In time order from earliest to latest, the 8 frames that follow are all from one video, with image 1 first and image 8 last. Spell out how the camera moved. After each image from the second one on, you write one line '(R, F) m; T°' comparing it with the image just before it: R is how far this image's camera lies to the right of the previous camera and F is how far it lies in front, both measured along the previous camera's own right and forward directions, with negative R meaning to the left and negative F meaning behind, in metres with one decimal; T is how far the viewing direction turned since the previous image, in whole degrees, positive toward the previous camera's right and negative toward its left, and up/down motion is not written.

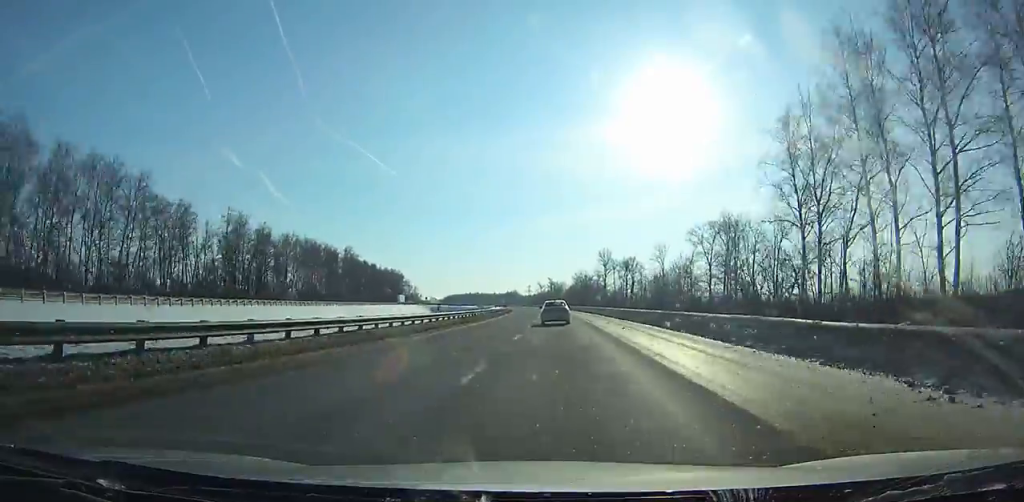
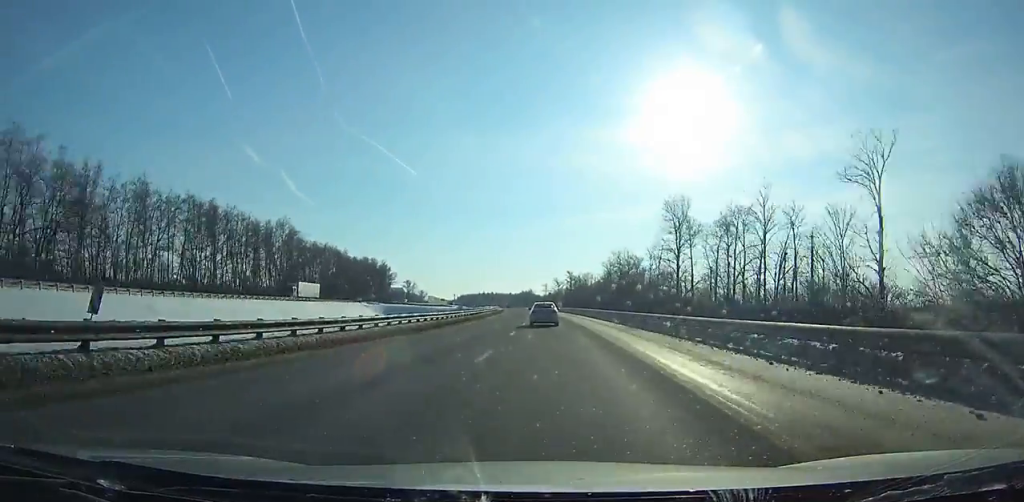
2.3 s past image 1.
(-1.2, +68.8) m; -2°
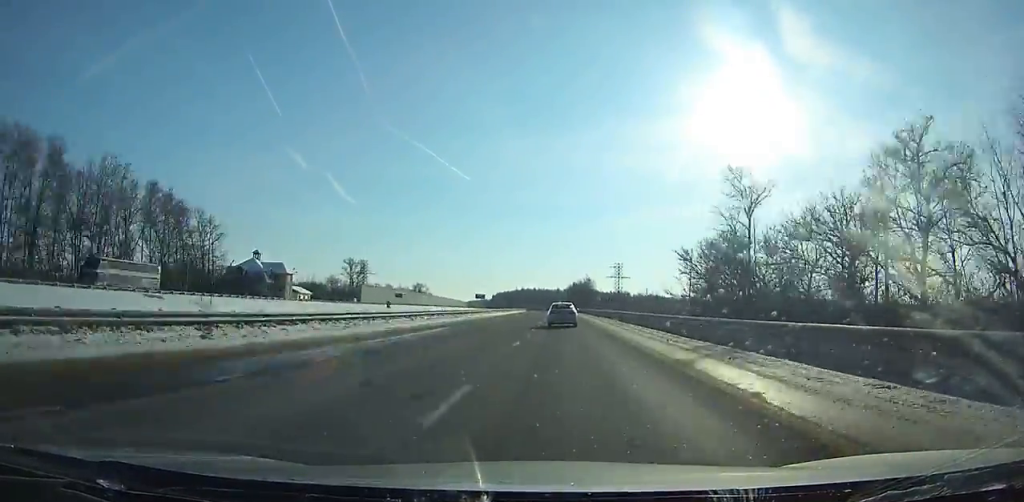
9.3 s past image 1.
(-10.0, +209.7) m; -4°
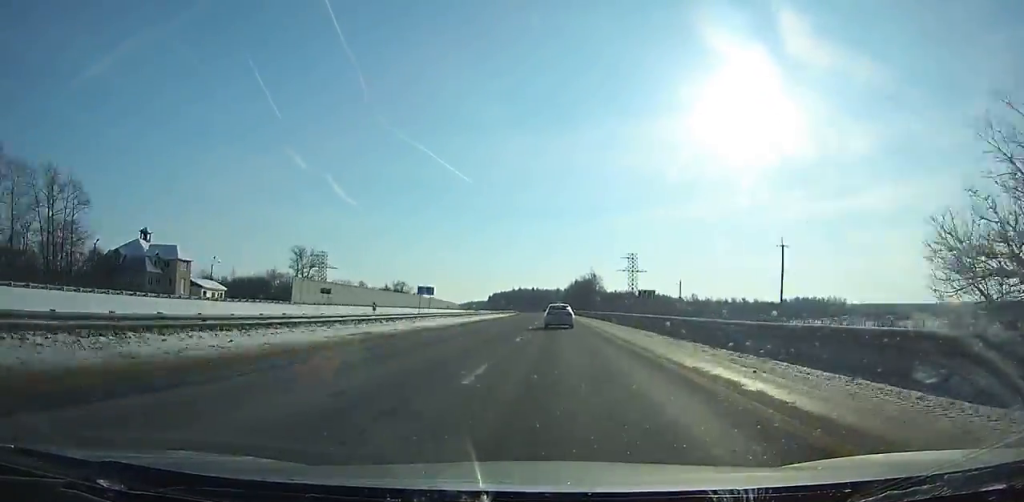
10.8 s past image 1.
(0.0, +45.1) m; -1°
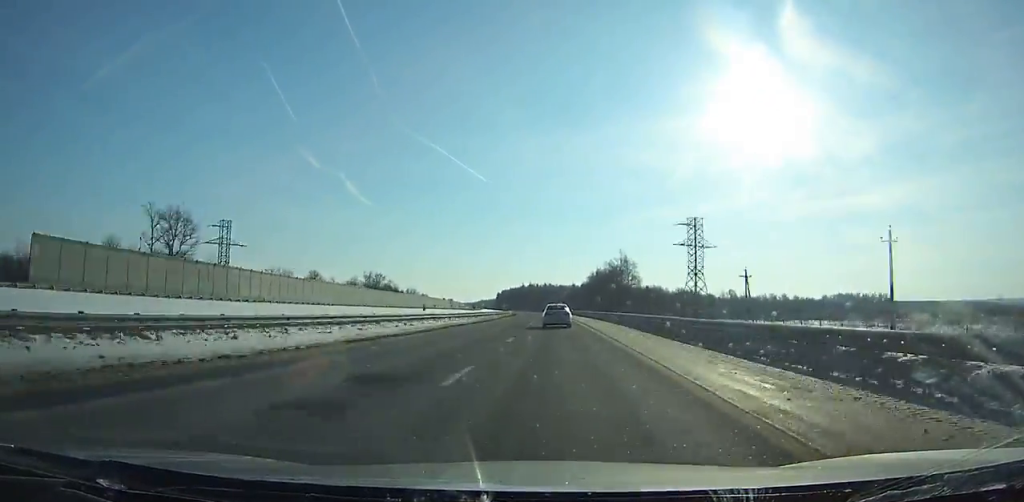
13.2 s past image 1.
(-0.2, +72.2) m; -1°
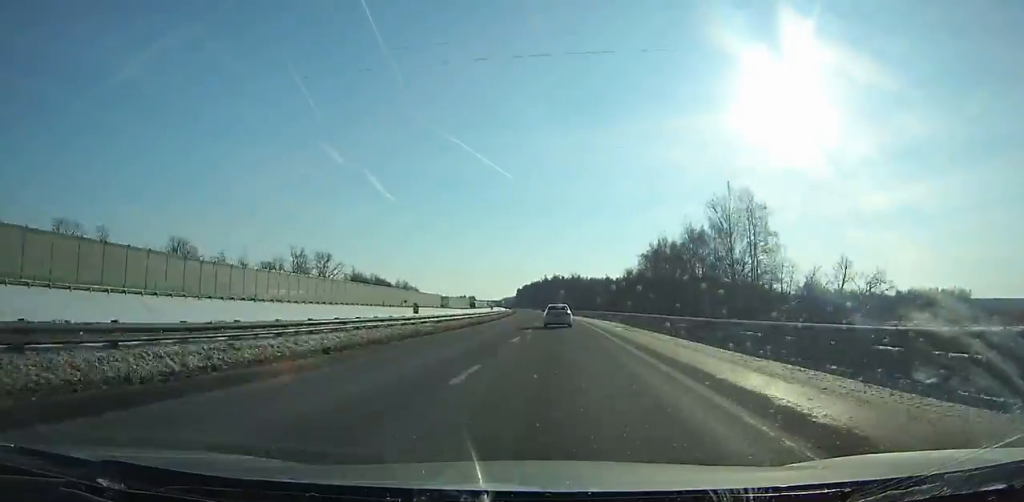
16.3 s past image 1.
(-2.3, +93.4) m; -3°
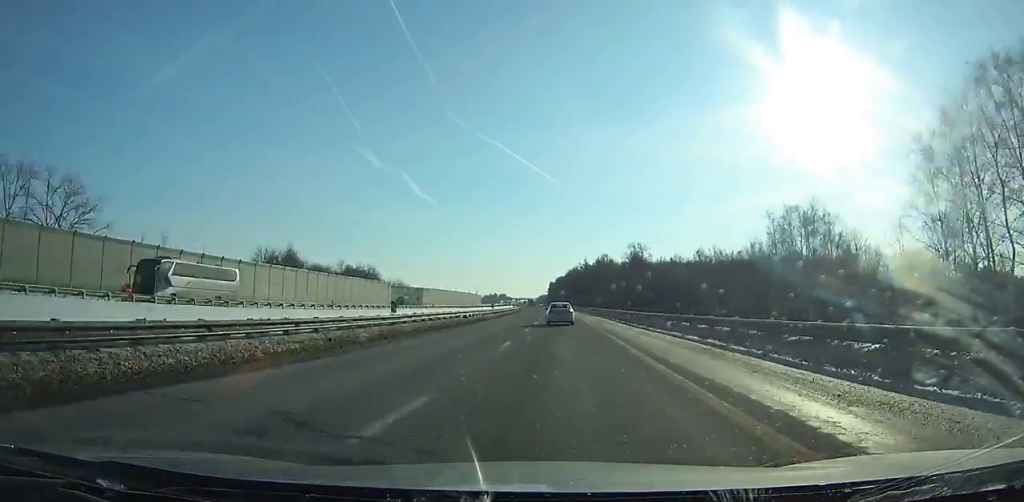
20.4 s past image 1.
(-3.9, +123.0) m; -3°
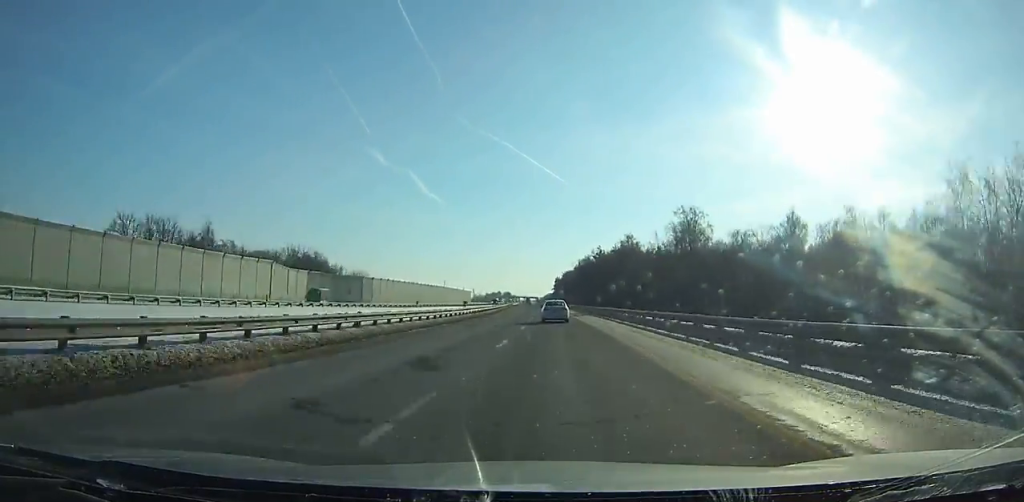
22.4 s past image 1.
(-0.8, +59.7) m; -2°
